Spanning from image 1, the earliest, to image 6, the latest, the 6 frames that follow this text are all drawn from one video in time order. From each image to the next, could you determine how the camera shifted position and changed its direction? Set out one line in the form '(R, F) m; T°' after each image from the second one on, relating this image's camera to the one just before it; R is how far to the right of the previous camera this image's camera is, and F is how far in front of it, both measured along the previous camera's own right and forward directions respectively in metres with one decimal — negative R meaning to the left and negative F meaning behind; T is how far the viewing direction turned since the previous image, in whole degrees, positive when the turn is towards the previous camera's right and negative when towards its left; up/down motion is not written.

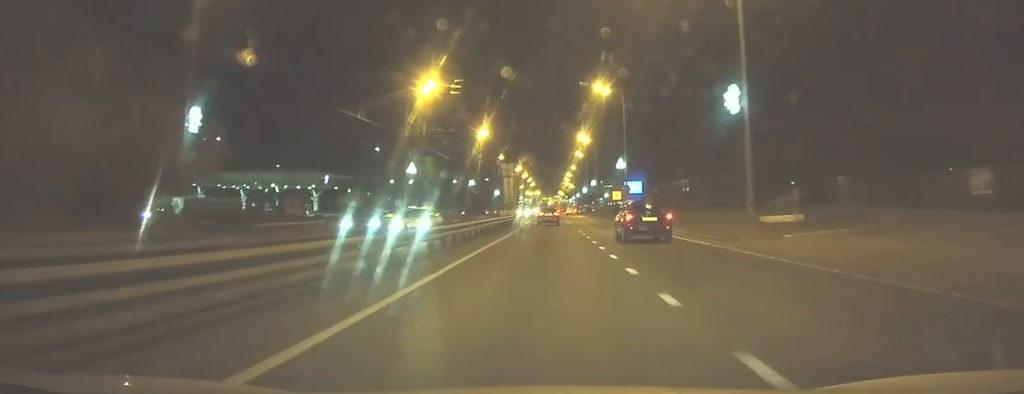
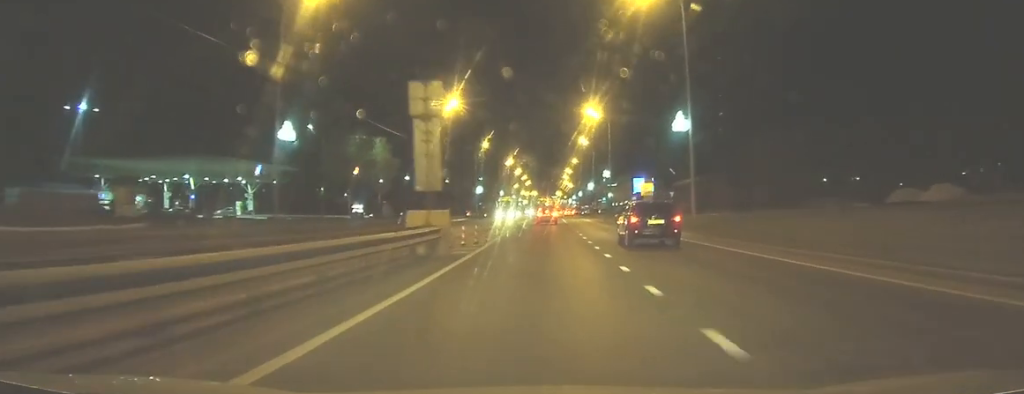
(+0.1, +31.0) m; 0°
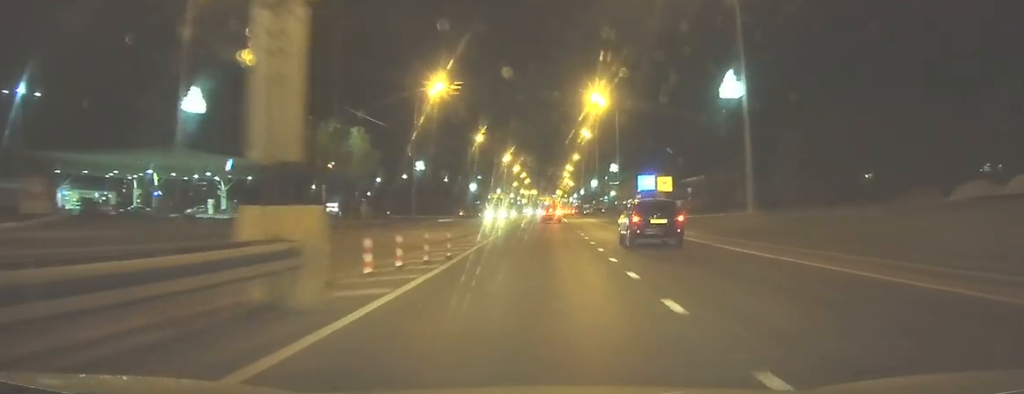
(0.0, +9.7) m; 0°
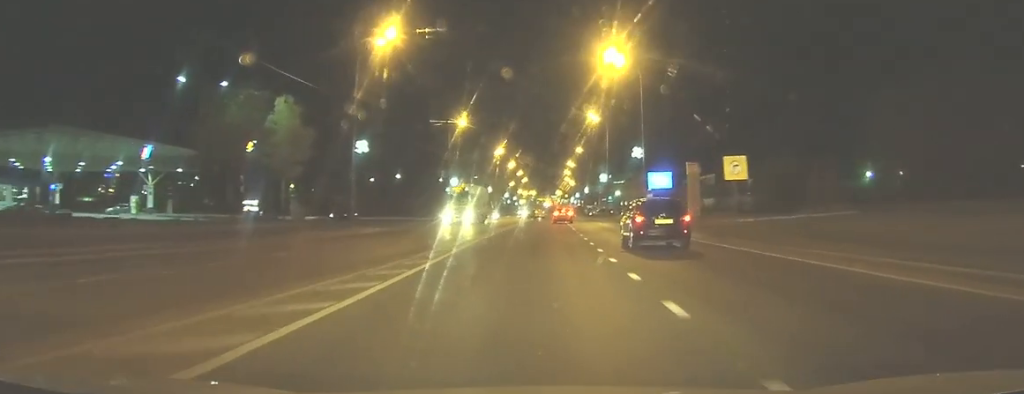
(0.0, +20.4) m; 0°
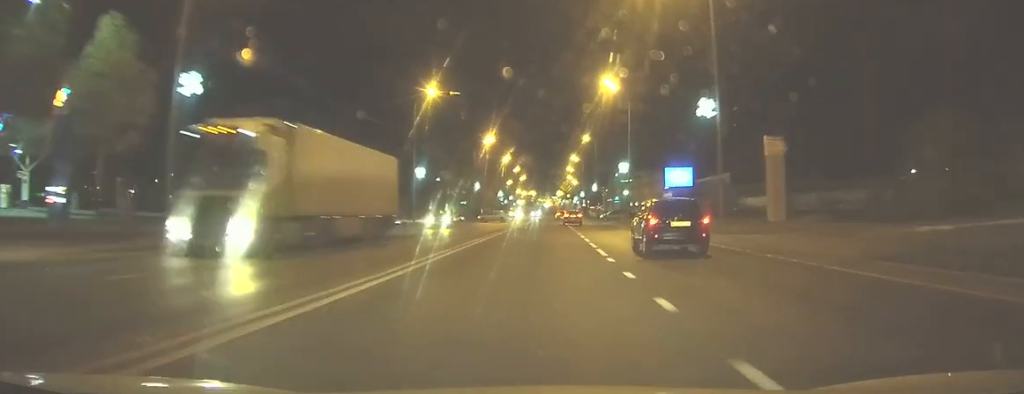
(-0.2, +23.5) m; -1°
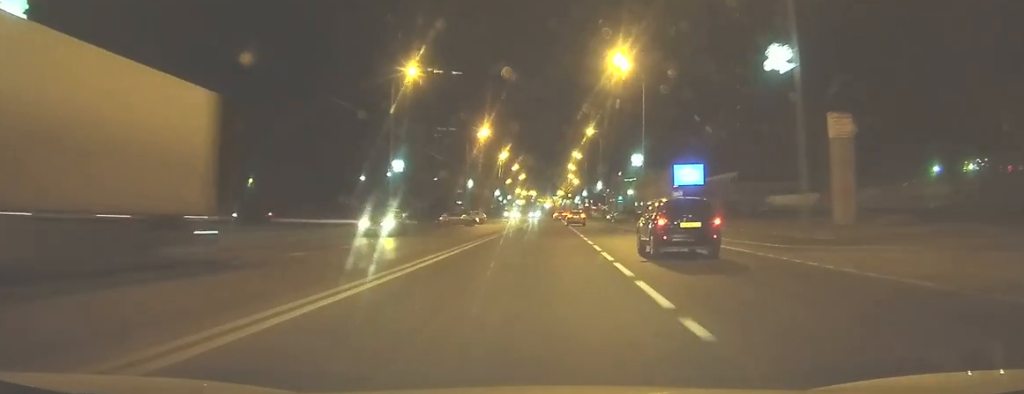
(0.0, +9.6) m; 0°
